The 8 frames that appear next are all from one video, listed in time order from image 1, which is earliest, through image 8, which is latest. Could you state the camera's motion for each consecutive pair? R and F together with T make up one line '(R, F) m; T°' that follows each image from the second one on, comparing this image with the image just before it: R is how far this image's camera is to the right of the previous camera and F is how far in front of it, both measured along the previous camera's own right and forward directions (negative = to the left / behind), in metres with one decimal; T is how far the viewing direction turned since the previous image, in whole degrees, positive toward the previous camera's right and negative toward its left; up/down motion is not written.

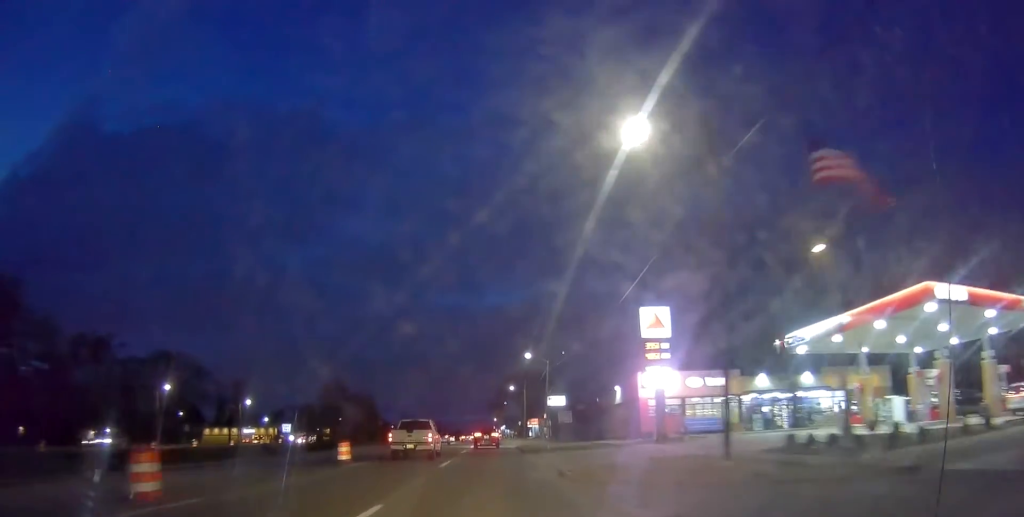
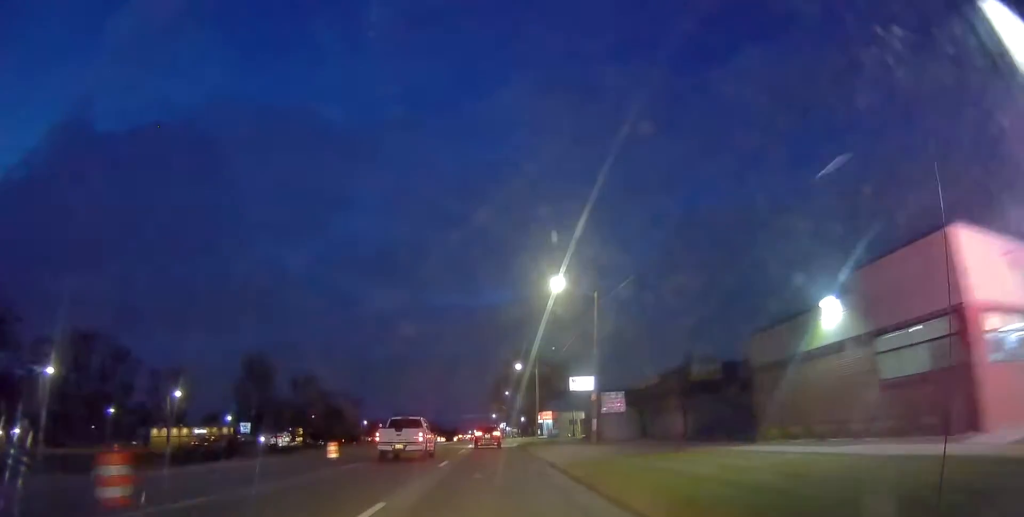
(-0.7, +30.8) m; 0°
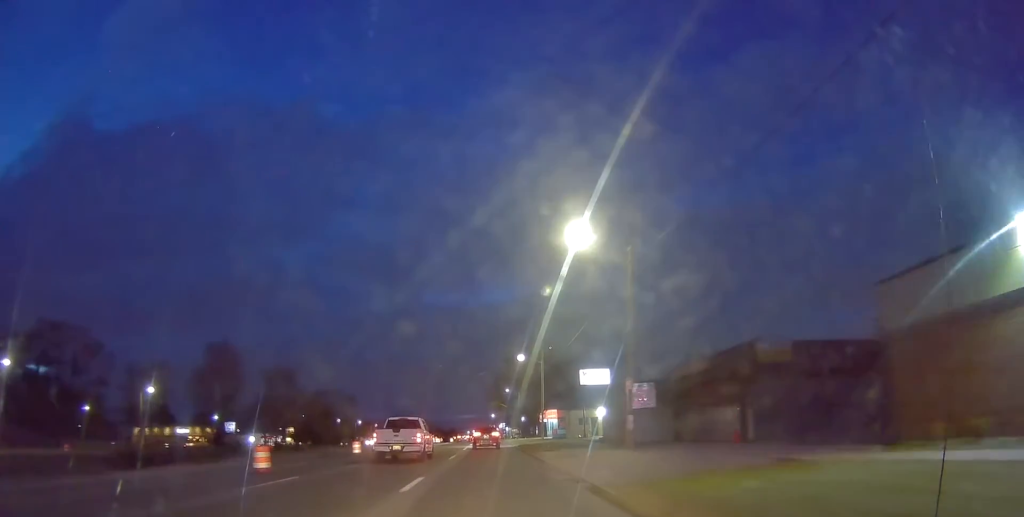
(+0.3, +8.8) m; +1°
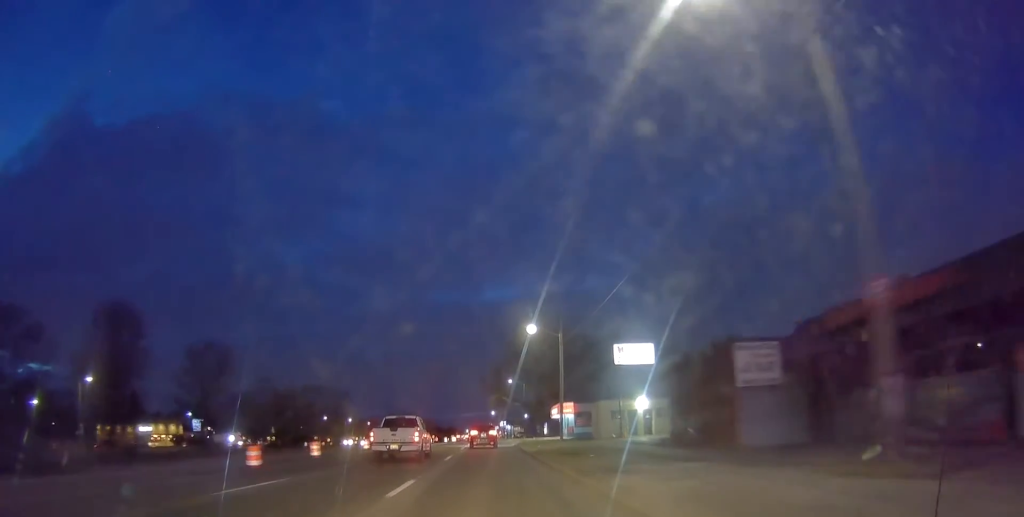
(+0.1, +17.1) m; -2°
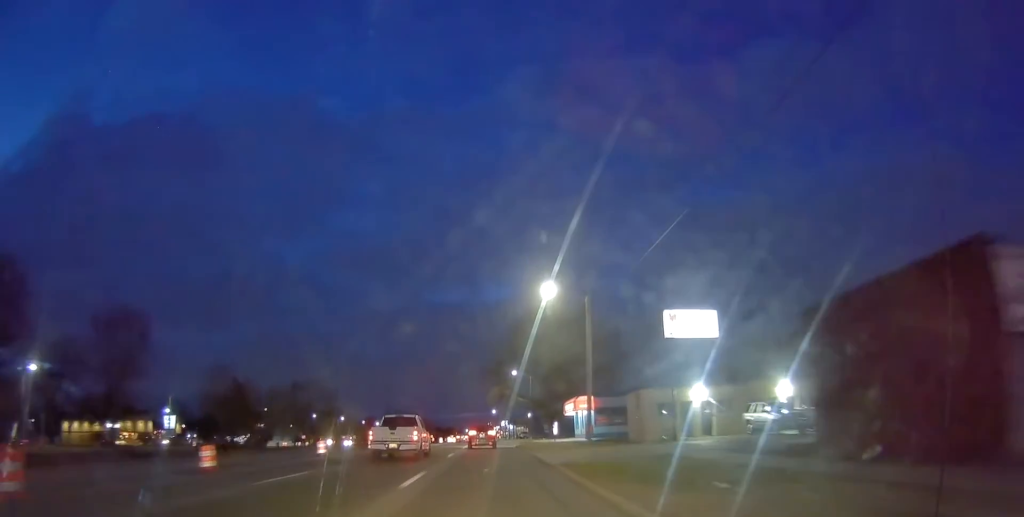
(-0.4, +12.8) m; -1°
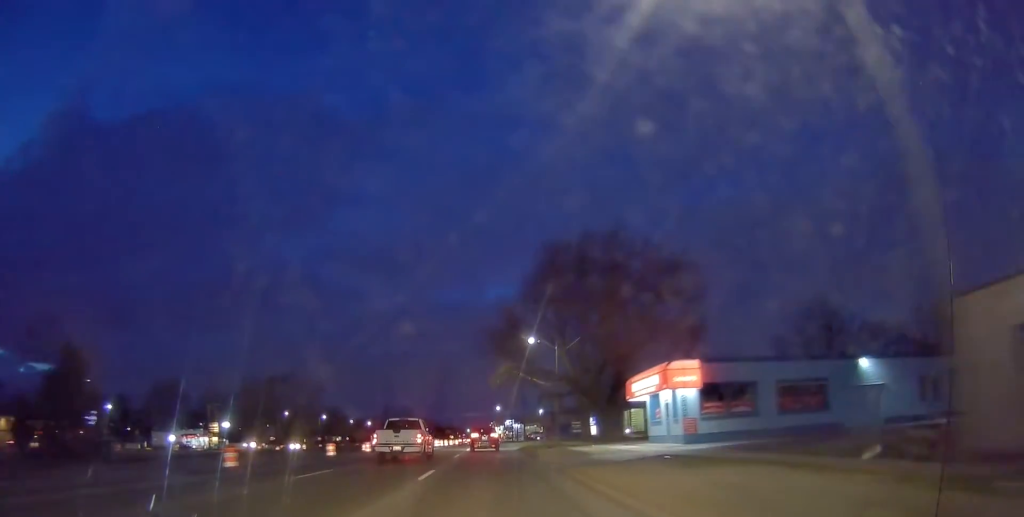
(+0.1, +28.0) m; +2°
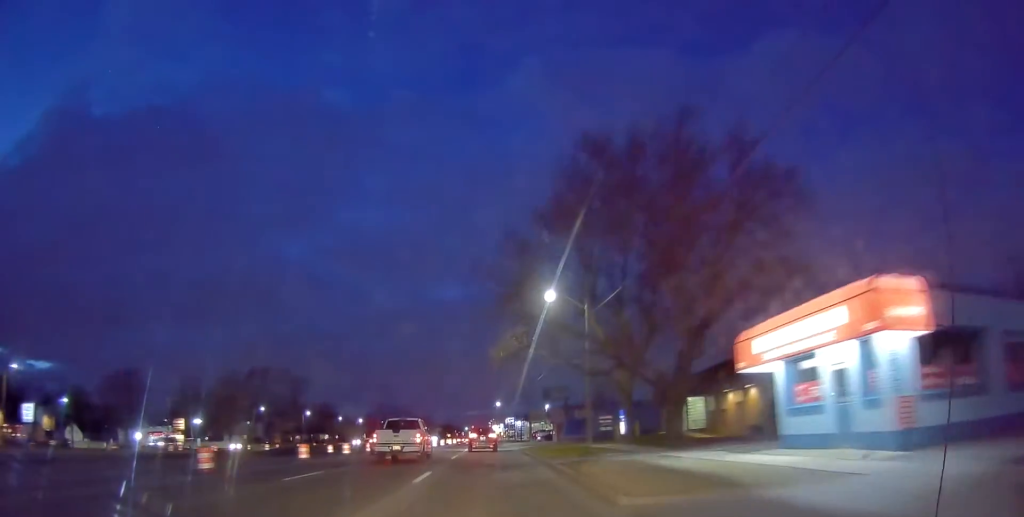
(+0.3, +16.5) m; +1°
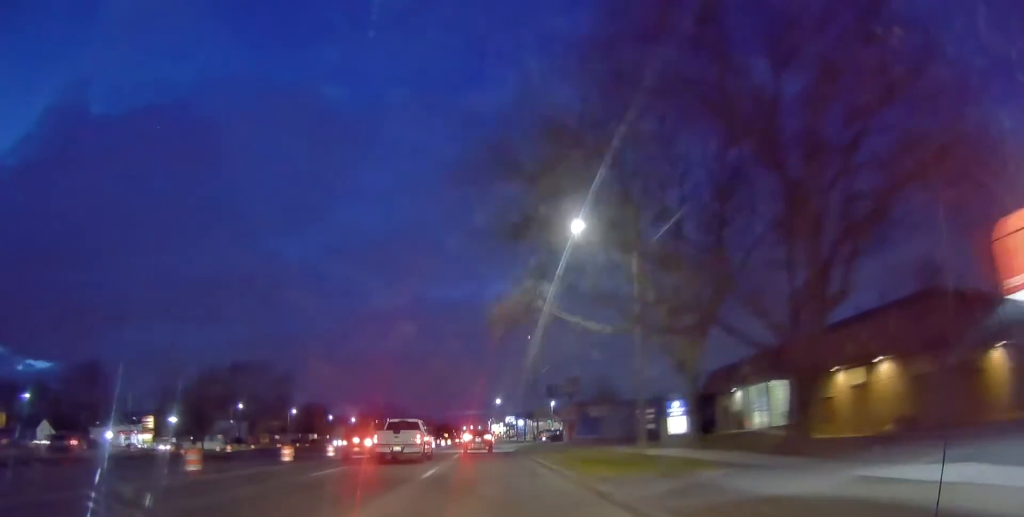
(0.0, +13.2) m; -2°
